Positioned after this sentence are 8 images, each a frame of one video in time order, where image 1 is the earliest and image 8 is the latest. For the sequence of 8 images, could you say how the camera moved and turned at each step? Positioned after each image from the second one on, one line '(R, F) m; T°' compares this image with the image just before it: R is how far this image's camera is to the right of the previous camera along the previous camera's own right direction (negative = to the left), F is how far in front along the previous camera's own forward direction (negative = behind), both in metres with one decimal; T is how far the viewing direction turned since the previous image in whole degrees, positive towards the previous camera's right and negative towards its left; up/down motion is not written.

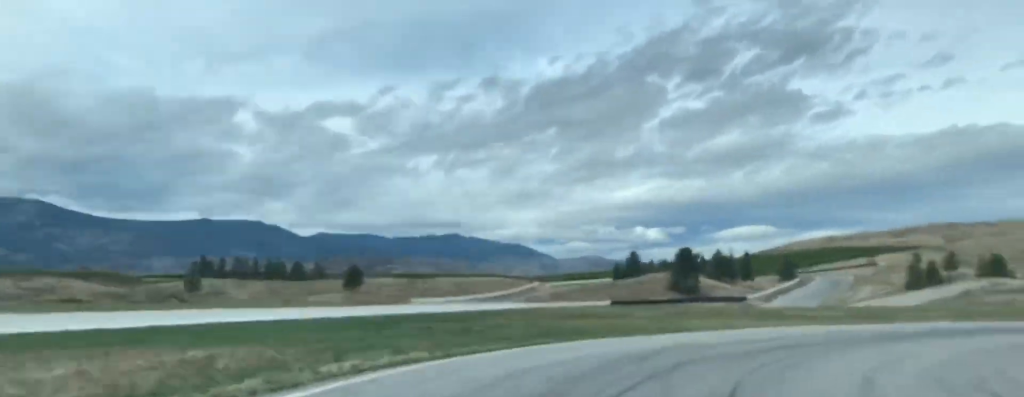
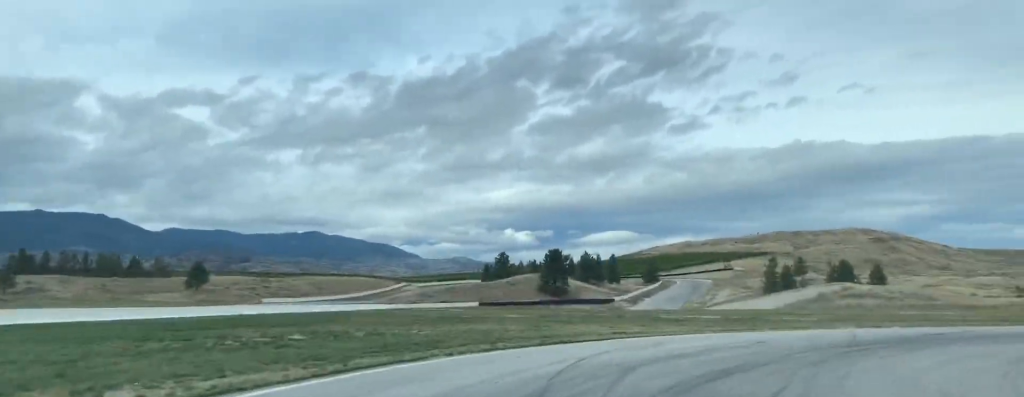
(-0.7, +8.8) m; +12°
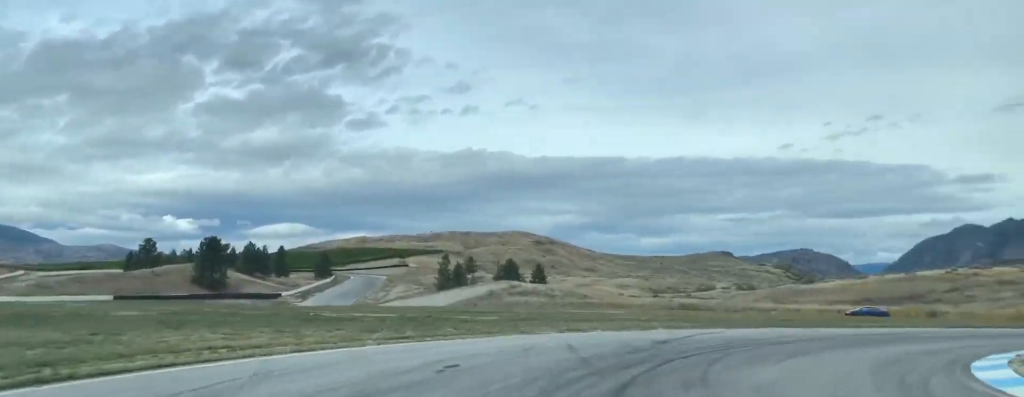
(+3.7, +11.8) m; +22°
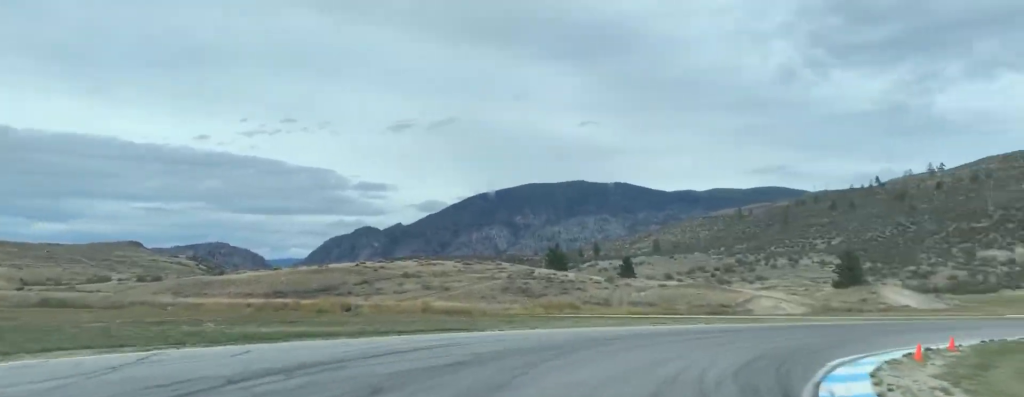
(+7.8, +22.1) m; +35°
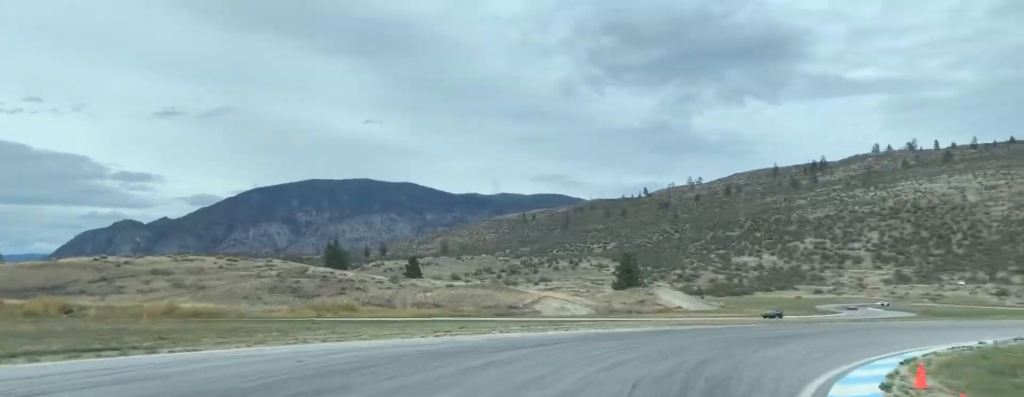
(+1.1, +9.5) m; +12°
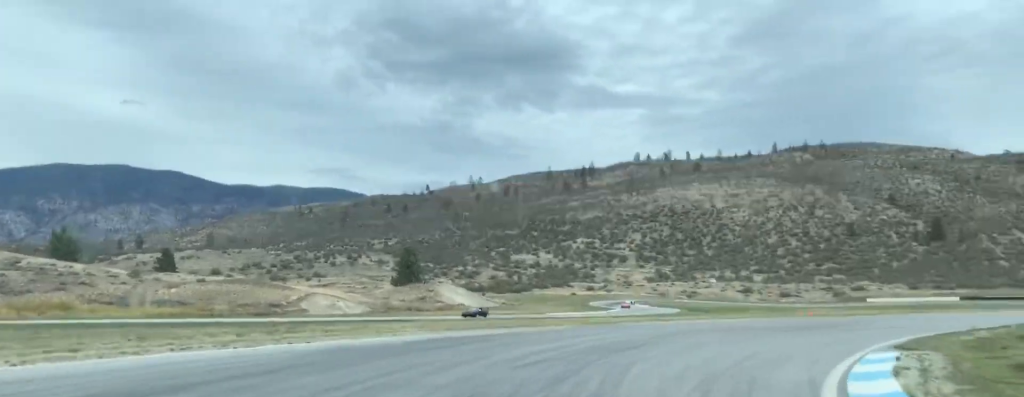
(+0.5, +10.3) m; +13°
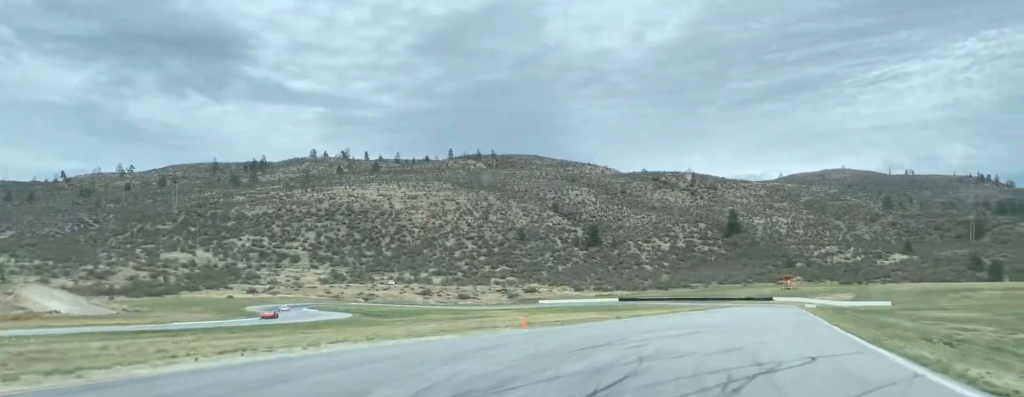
(+5.6, +23.4) m; +26°
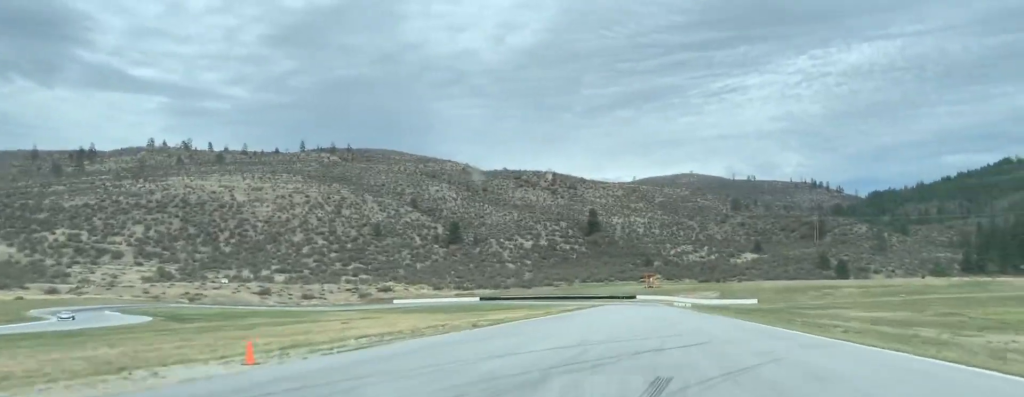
(+3.4, +20.1) m; +9°
